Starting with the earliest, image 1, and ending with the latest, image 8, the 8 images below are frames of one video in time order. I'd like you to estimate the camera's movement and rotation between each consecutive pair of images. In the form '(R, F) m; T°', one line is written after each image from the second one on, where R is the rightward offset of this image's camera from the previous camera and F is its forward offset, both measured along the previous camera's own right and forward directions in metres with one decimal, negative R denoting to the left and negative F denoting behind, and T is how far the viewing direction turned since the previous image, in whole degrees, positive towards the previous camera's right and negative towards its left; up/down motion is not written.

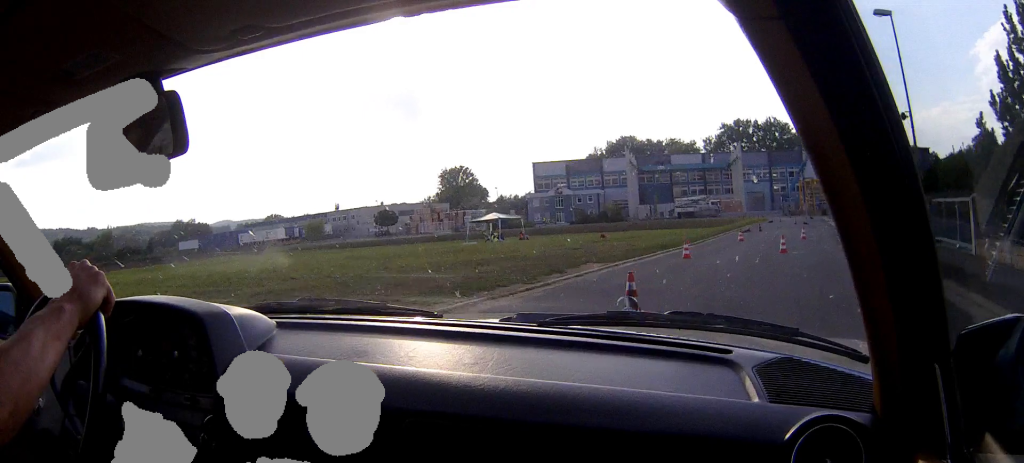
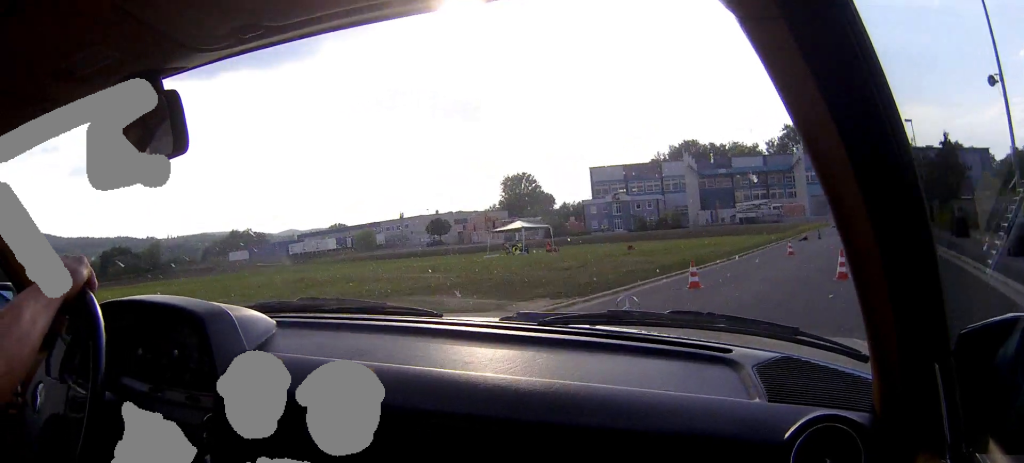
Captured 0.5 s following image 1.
(-0.3, +7.8) m; -1°
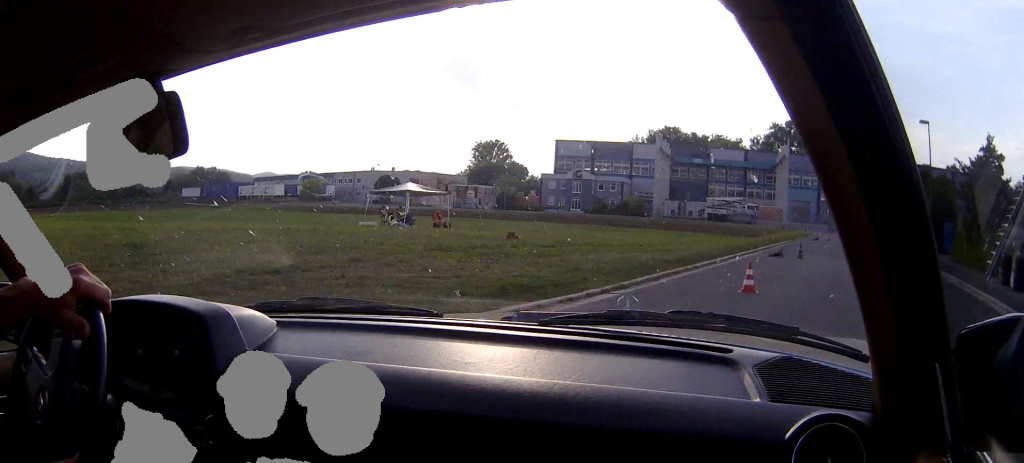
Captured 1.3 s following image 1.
(0.0, +12.3) m; 0°
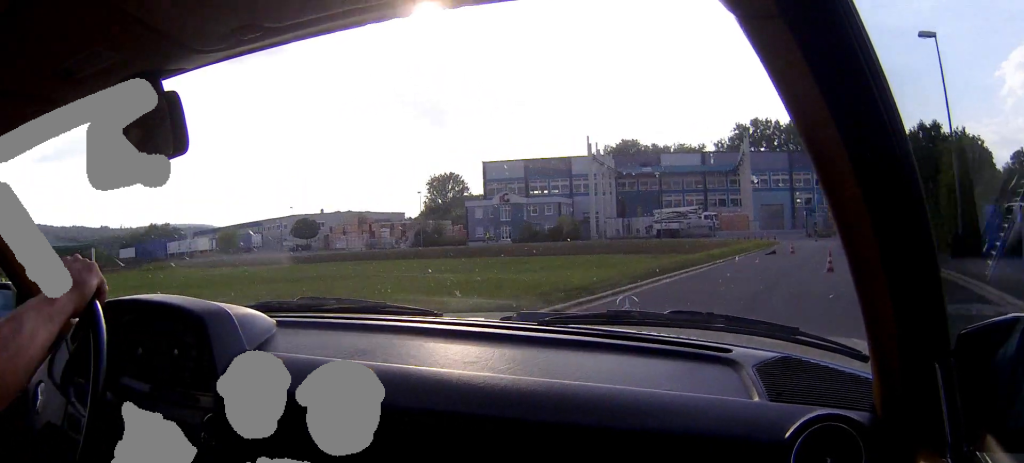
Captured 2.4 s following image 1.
(0.0, +20.1) m; +1°
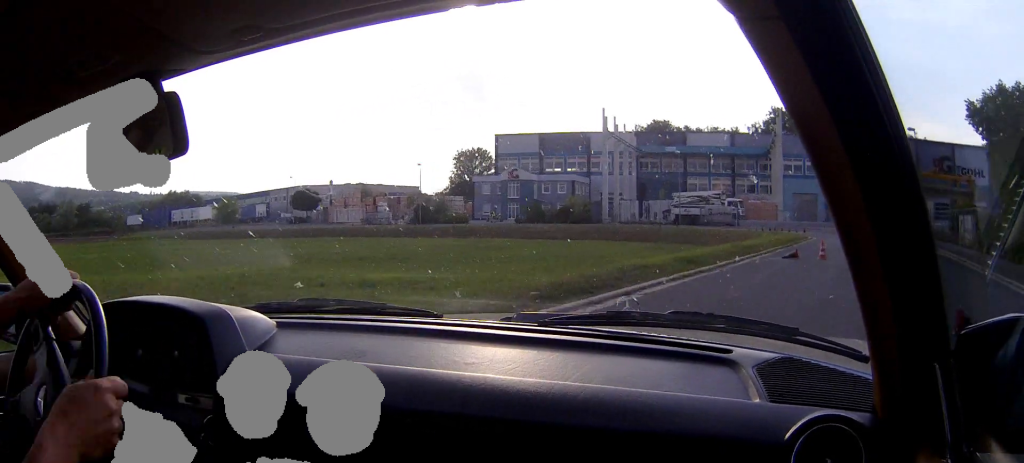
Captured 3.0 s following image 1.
(+0.1, +10.0) m; 0°
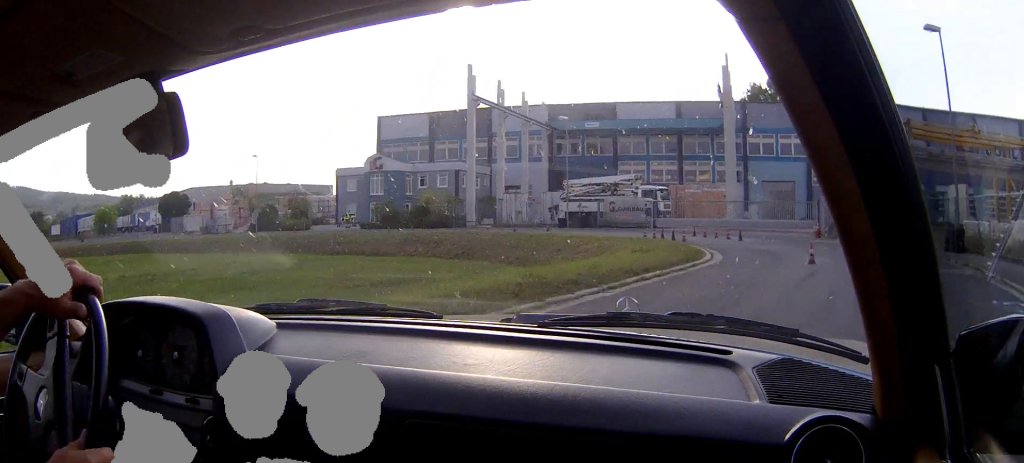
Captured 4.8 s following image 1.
(0.0, +29.8) m; 0°
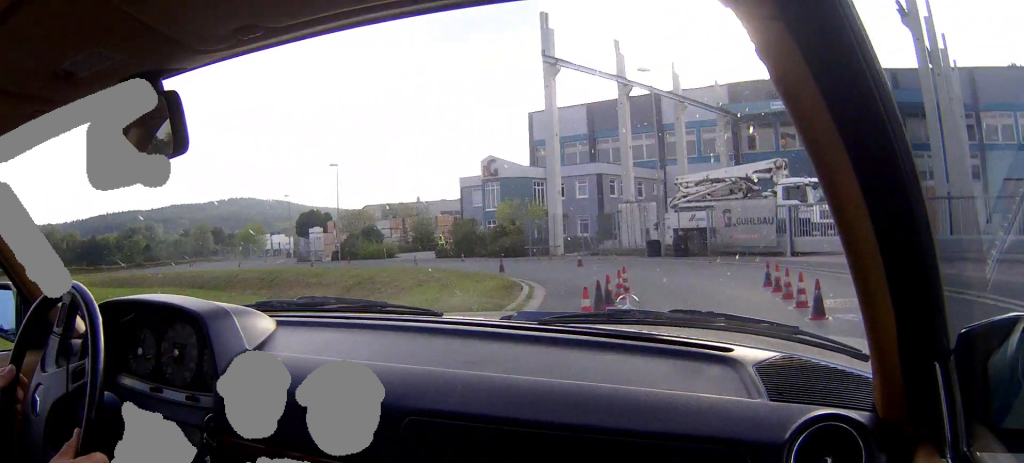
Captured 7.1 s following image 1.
(-2.5, +26.8) m; -23°
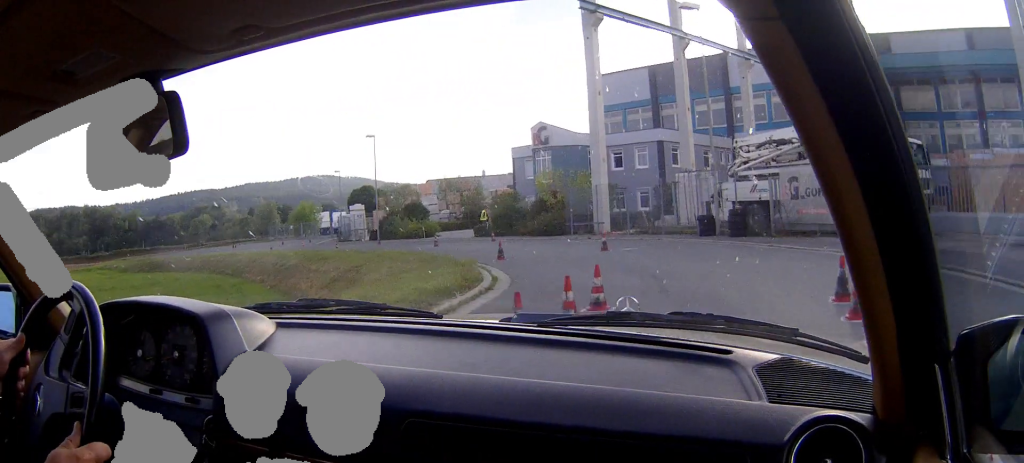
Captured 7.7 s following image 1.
(-0.2, +5.8) m; -11°
